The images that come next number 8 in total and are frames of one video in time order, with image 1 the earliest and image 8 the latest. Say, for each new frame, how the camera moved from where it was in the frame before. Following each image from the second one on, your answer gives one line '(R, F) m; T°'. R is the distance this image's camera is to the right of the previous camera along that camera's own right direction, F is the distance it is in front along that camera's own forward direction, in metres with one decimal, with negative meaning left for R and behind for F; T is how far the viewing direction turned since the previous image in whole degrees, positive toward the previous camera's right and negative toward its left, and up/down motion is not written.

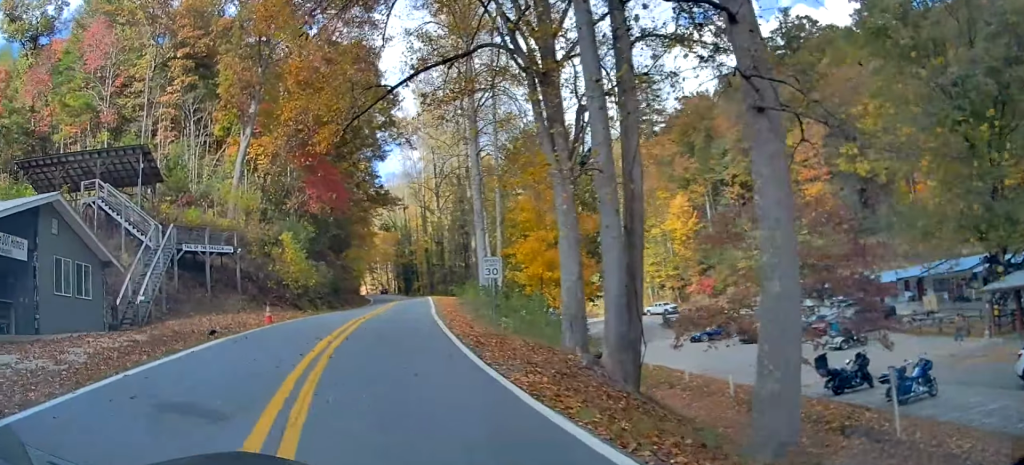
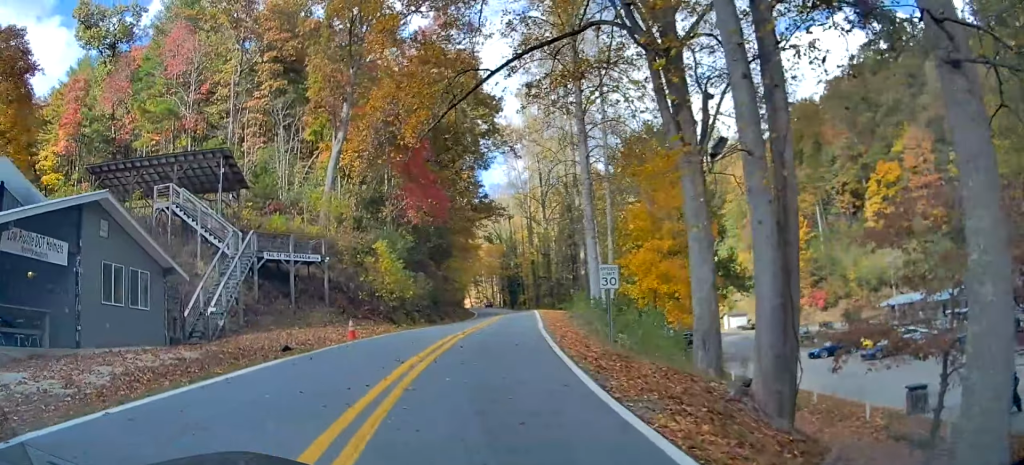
(-0.1, +3.3) m; +3°
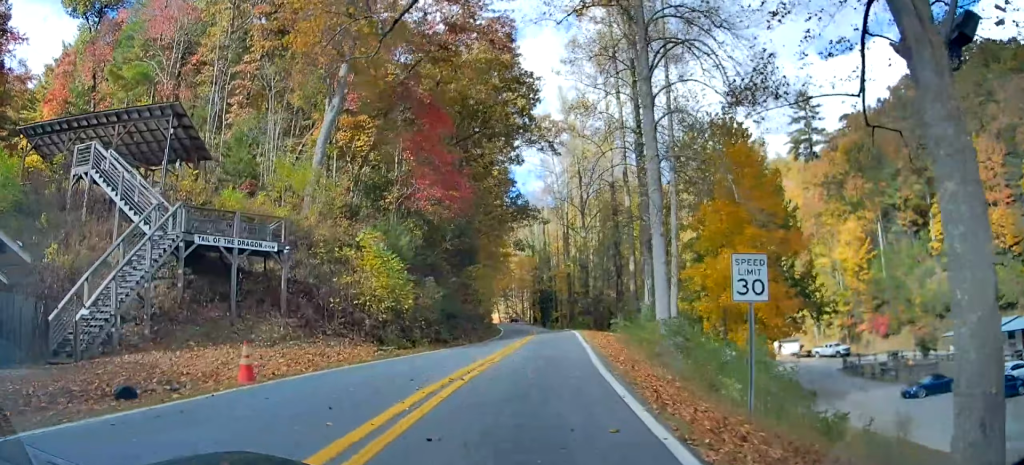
(+0.3, +11.4) m; -2°
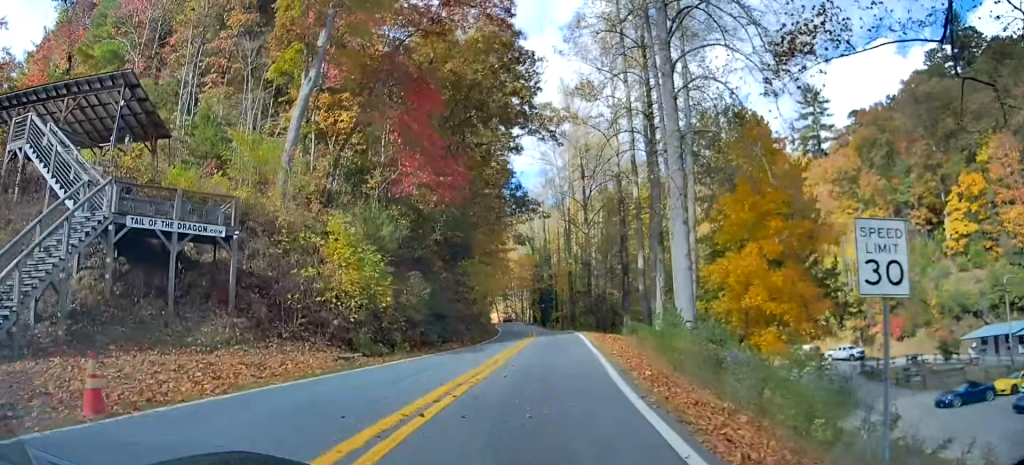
(-0.2, +4.2) m; -3°
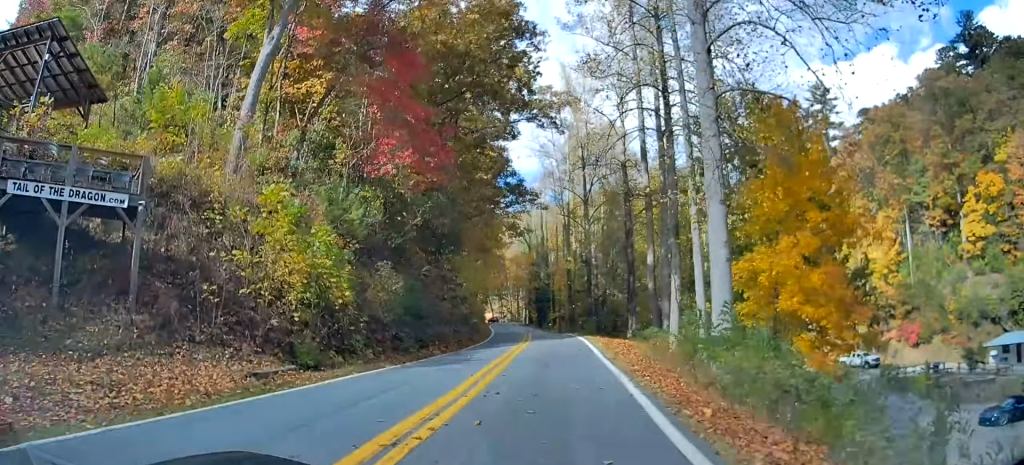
(0.0, +5.2) m; 0°
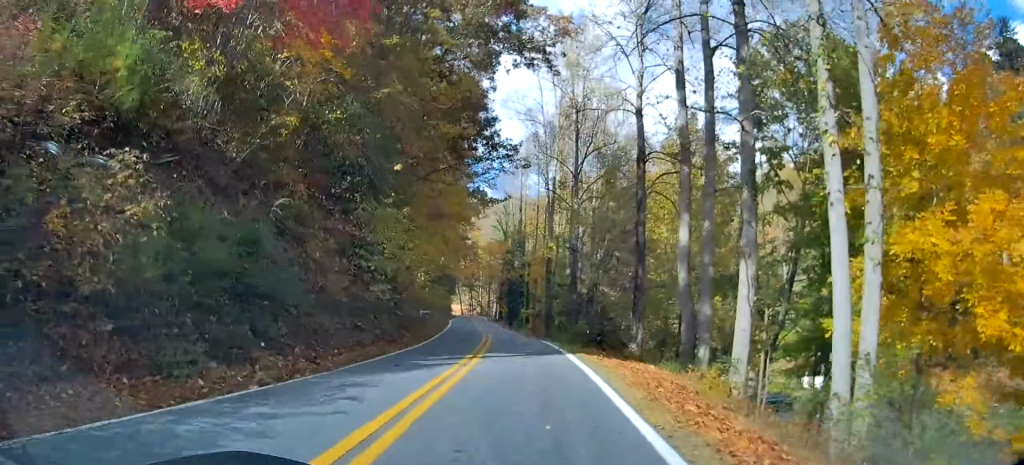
(0.0, +15.6) m; +1°
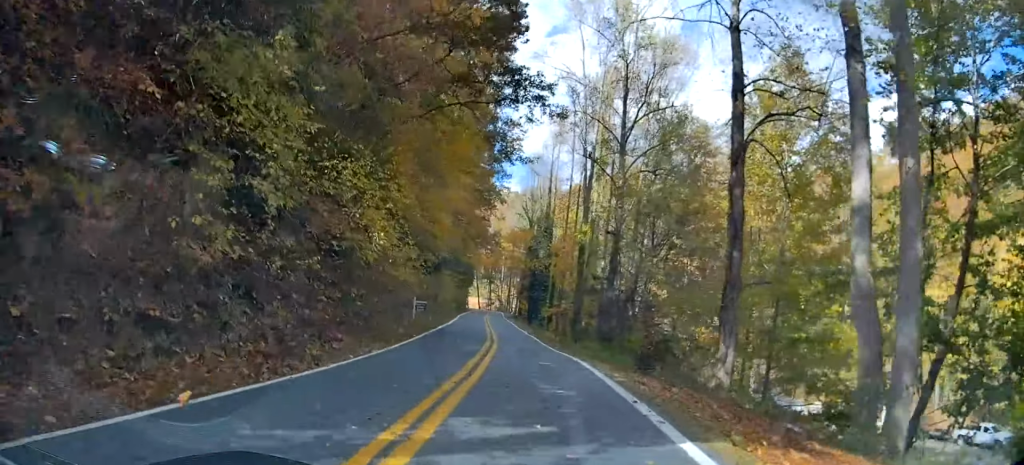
(+0.3, +13.3) m; +1°
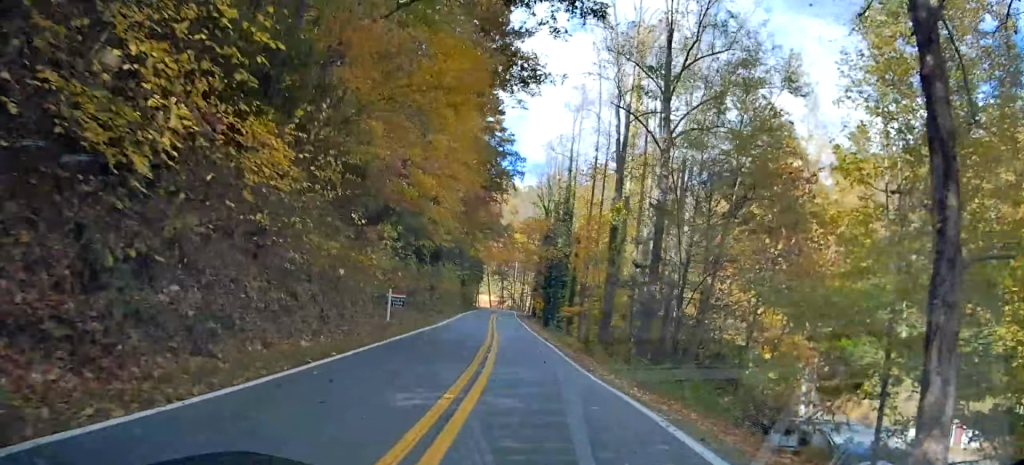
(+0.1, +11.8) m; -3°
